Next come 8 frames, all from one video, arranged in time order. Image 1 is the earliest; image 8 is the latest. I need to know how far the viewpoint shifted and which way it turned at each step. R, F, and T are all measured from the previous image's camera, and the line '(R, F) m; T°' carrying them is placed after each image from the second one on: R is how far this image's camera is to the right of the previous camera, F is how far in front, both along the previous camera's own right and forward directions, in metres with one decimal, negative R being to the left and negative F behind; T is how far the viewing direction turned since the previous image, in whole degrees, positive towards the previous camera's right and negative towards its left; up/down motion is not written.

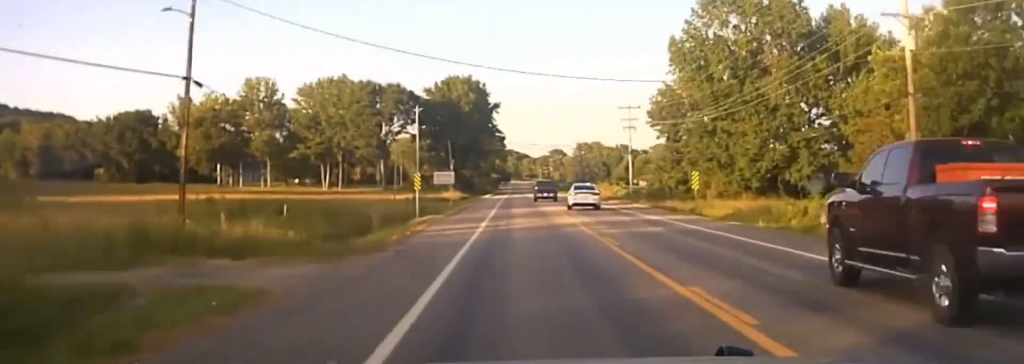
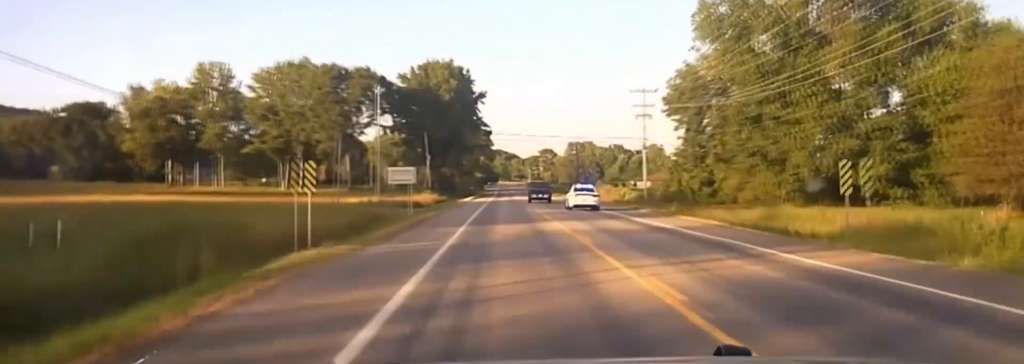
(-0.1, +23.6) m; 0°
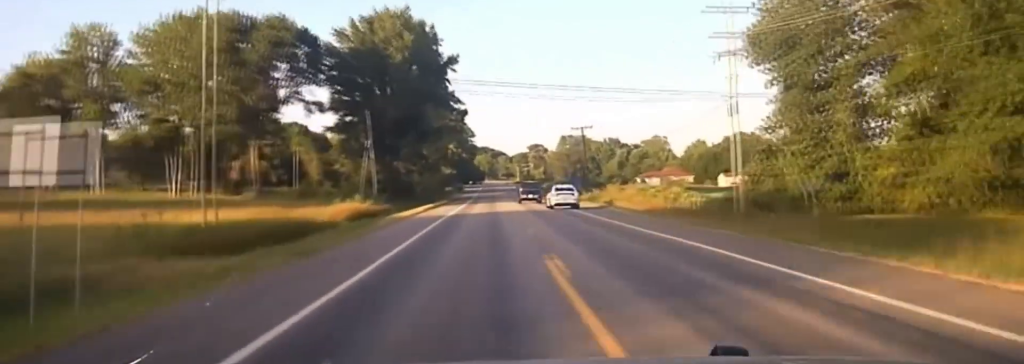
(+0.6, +43.4) m; +1°
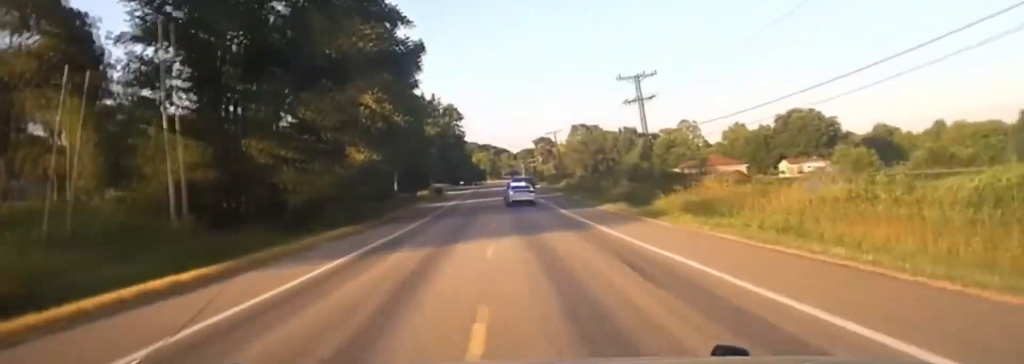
(+0.1, +54.7) m; 0°
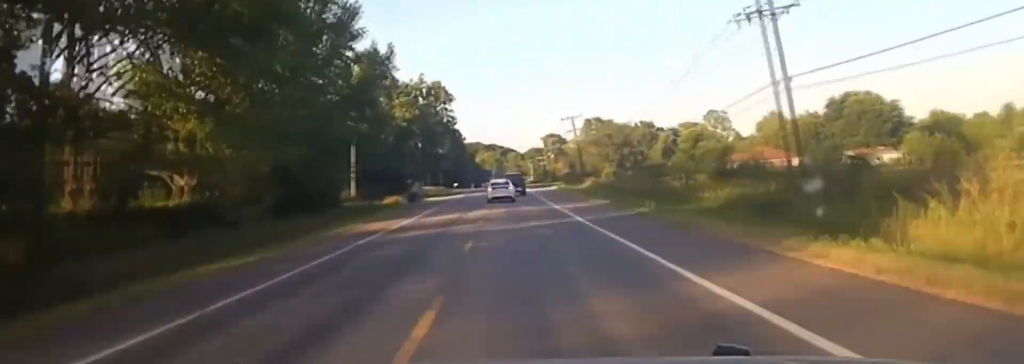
(-0.3, +36.8) m; 0°
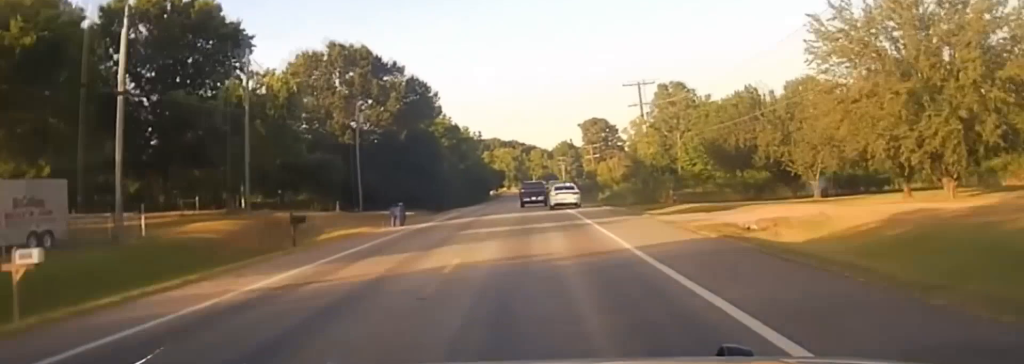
(-1.2, +125.9) m; -1°
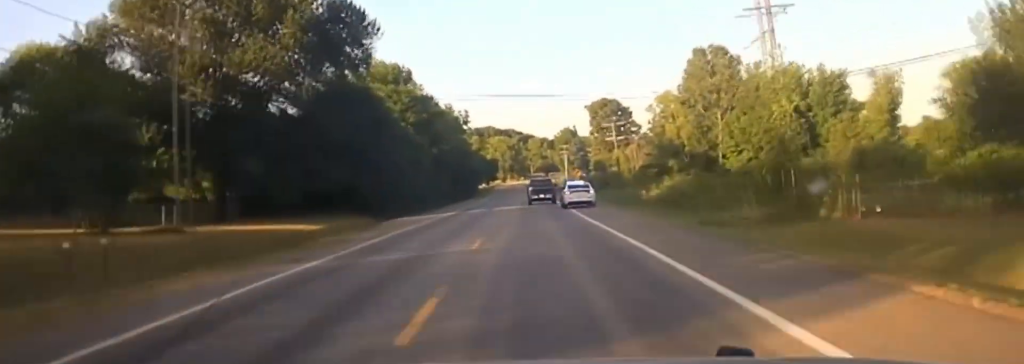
(-0.2, +41.8) m; 0°
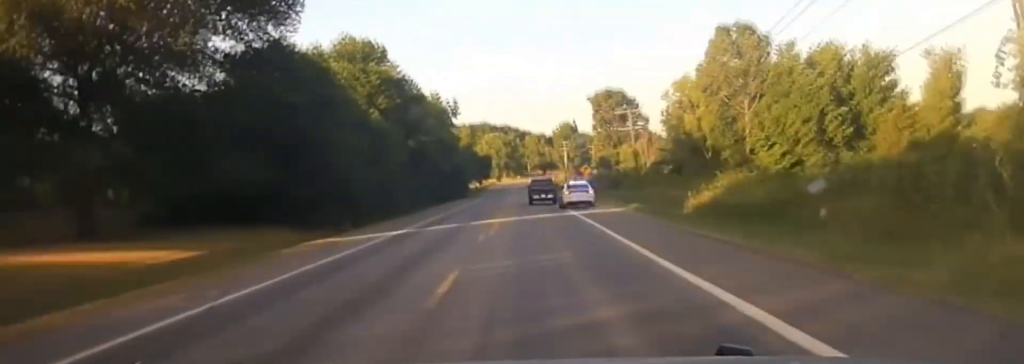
(-0.1, +21.5) m; 0°
